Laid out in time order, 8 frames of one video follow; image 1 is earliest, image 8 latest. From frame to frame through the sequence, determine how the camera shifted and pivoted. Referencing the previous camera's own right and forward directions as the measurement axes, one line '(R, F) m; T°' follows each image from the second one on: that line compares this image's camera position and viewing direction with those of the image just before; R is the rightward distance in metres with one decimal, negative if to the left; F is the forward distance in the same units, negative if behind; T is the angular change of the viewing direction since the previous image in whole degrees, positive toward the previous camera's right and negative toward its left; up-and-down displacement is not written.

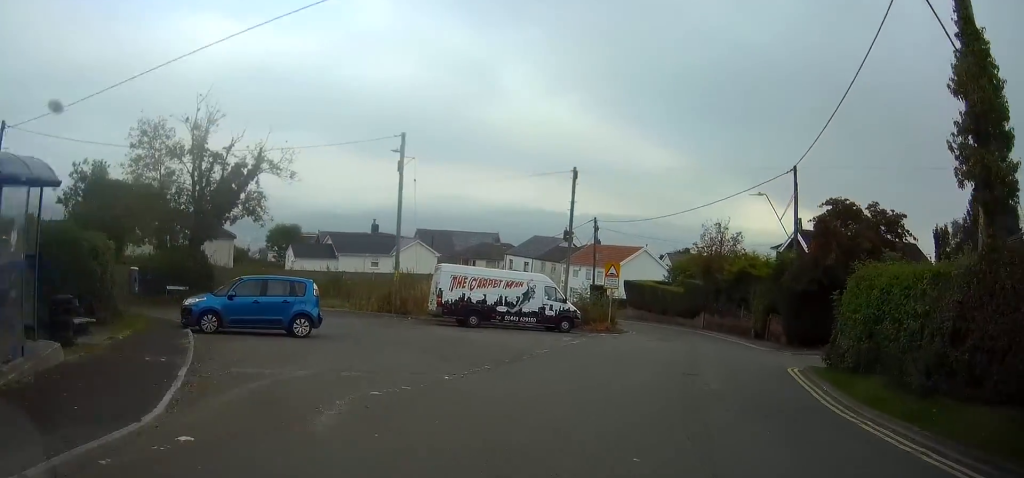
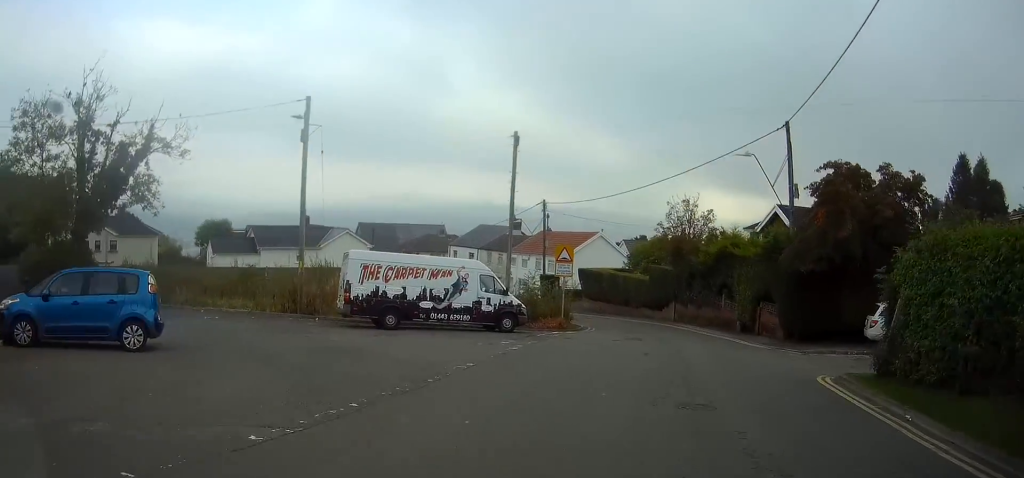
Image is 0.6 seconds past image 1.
(+0.2, +5.5) m; +4°
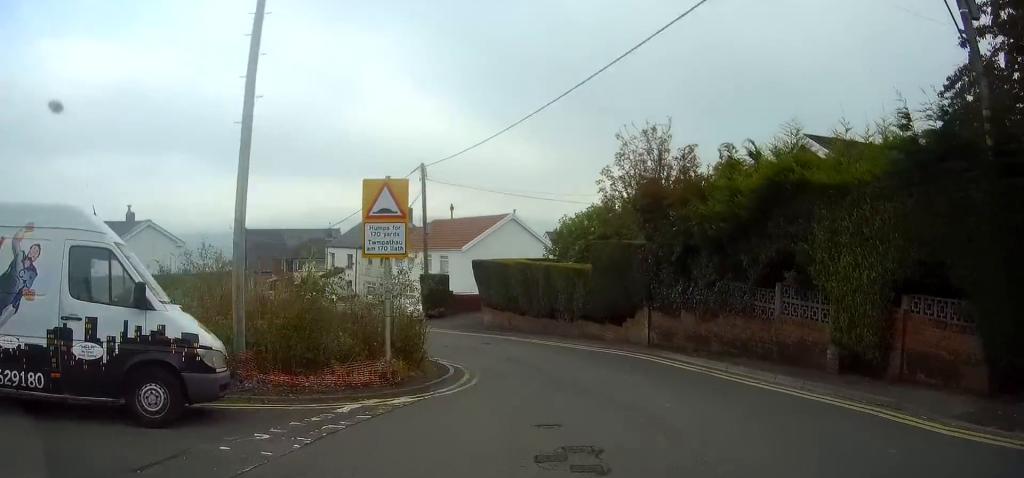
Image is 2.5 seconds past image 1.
(+0.8, +15.5) m; 0°
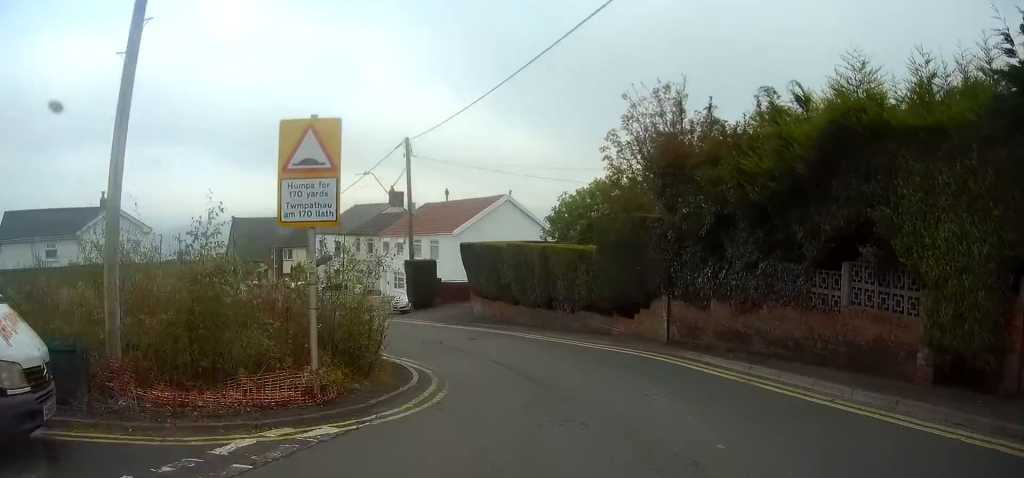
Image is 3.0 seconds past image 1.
(0.0, +3.0) m; -4°
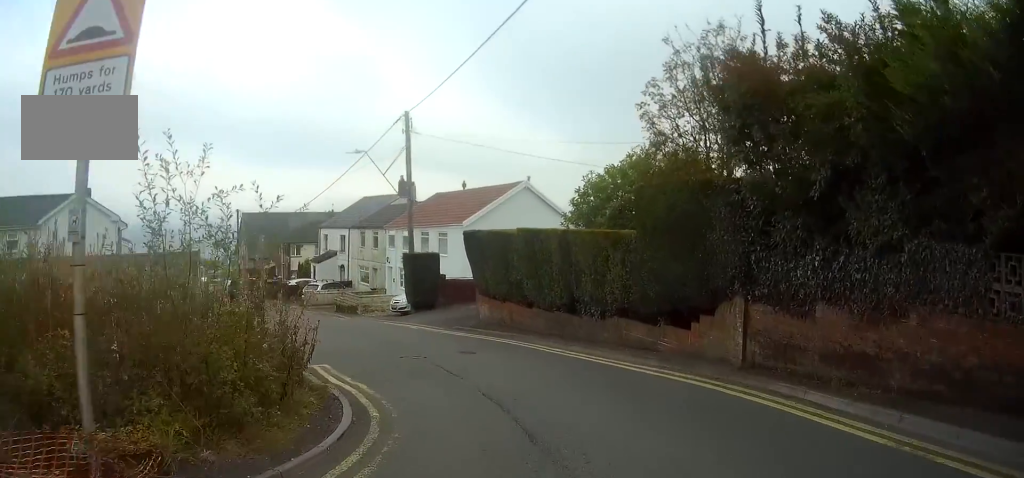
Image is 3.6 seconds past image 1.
(-0.2, +4.2) m; -7°
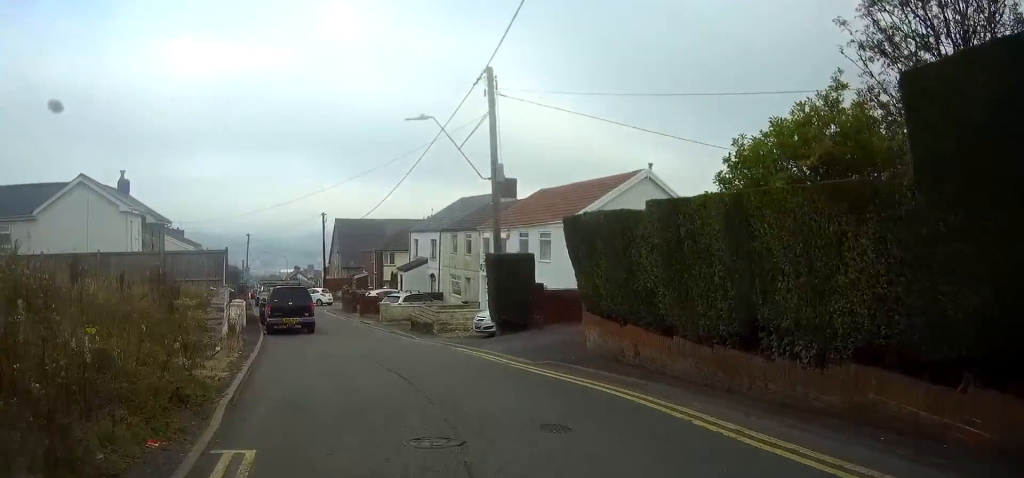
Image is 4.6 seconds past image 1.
(-0.8, +6.7) m; -11°
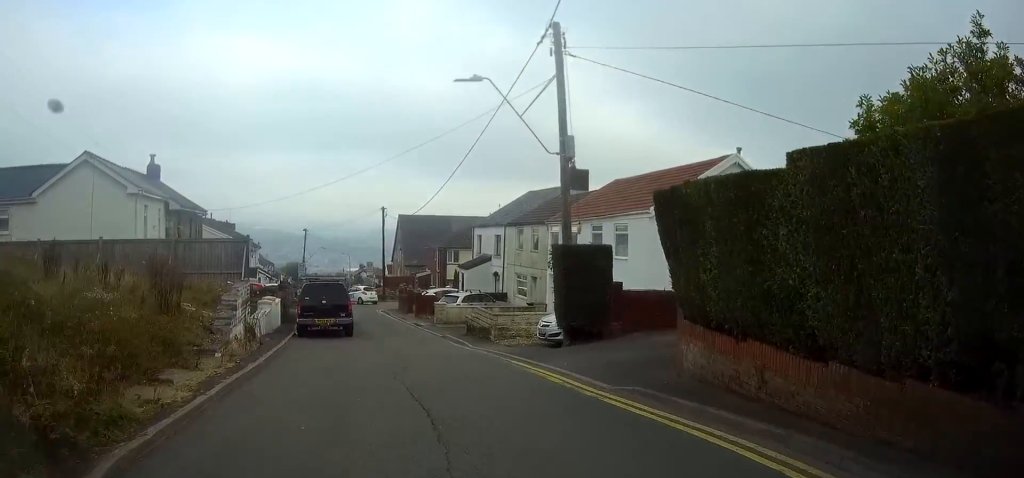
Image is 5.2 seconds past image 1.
(-0.2, +3.8) m; -3°
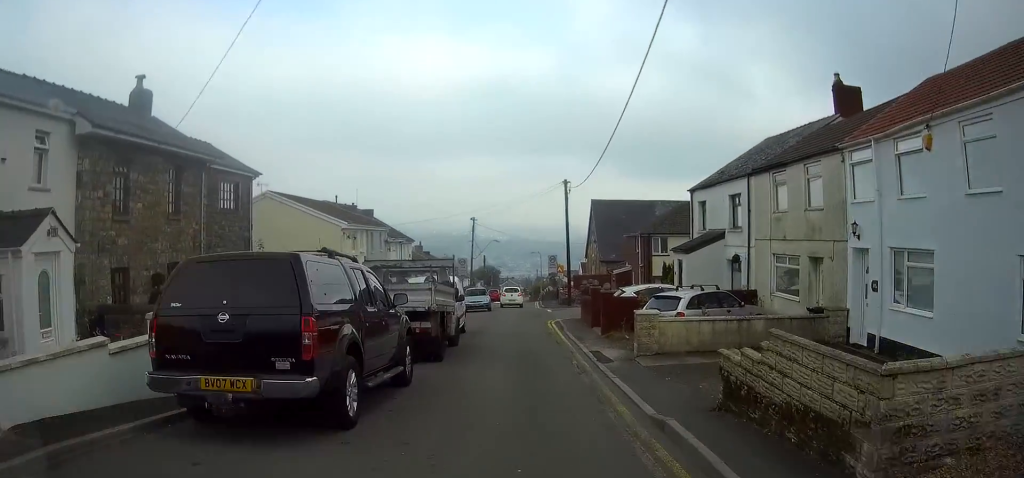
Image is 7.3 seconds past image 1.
(-0.7, +16.7) m; -12°
